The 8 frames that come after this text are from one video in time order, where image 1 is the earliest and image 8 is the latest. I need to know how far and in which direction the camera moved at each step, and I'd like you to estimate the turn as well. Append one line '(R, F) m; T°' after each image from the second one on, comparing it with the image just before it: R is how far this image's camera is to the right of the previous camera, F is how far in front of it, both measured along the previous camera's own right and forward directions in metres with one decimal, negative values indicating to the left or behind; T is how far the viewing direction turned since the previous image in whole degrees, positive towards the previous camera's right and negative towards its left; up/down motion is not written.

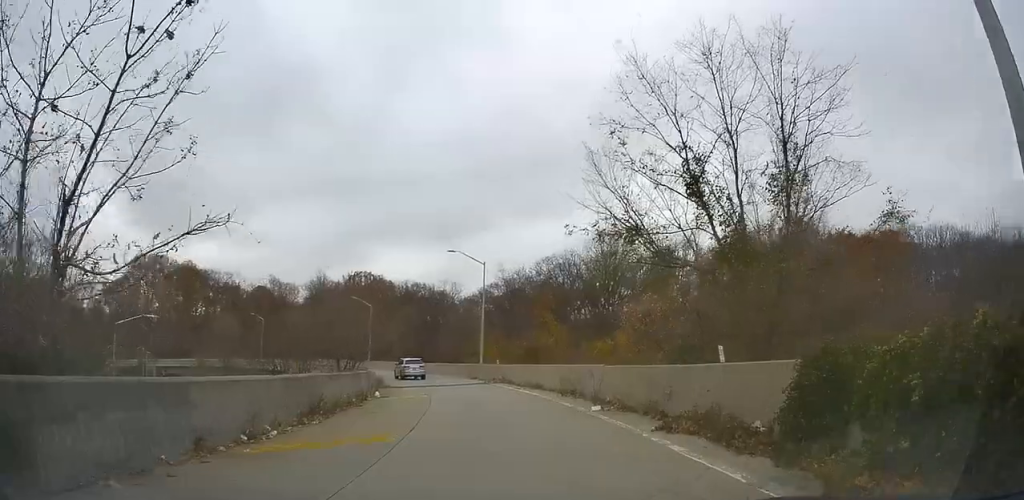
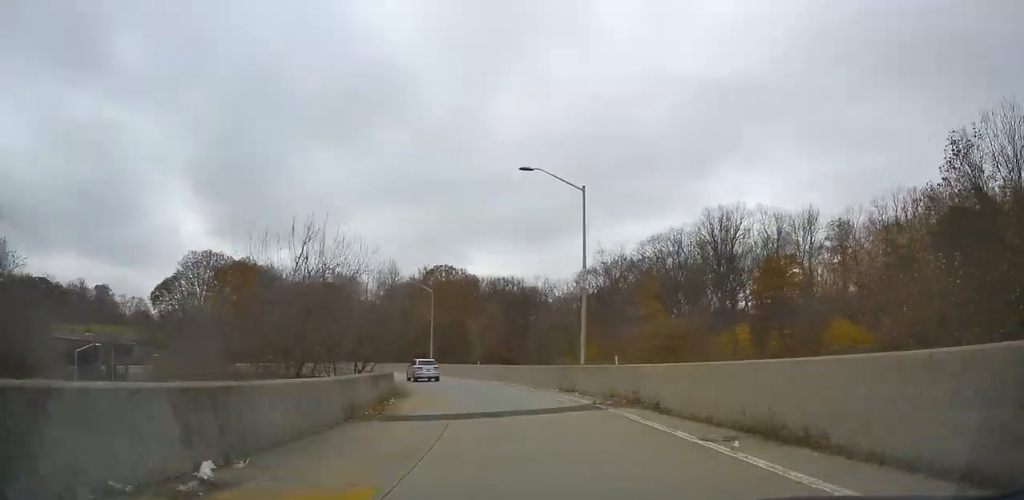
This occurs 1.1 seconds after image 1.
(-2.4, +18.5) m; -12°
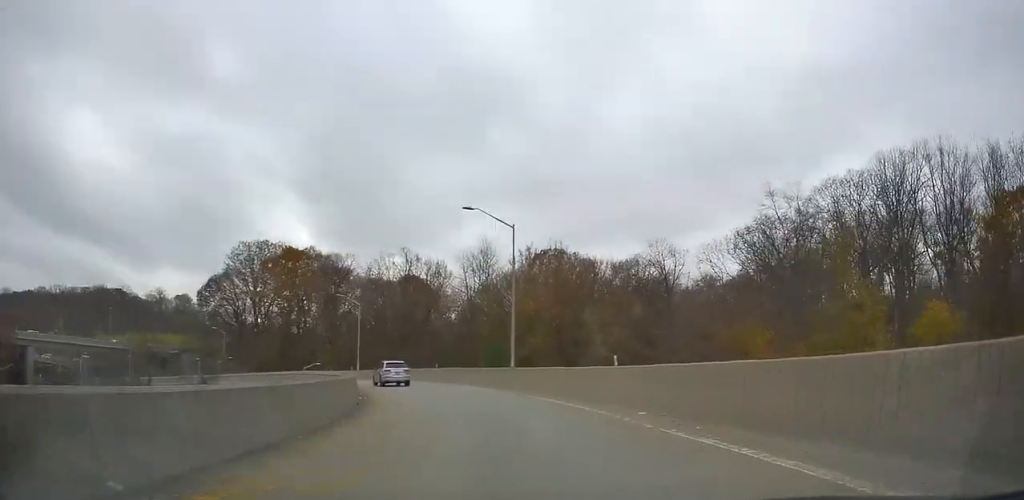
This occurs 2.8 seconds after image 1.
(-4.1, +29.7) m; -15°
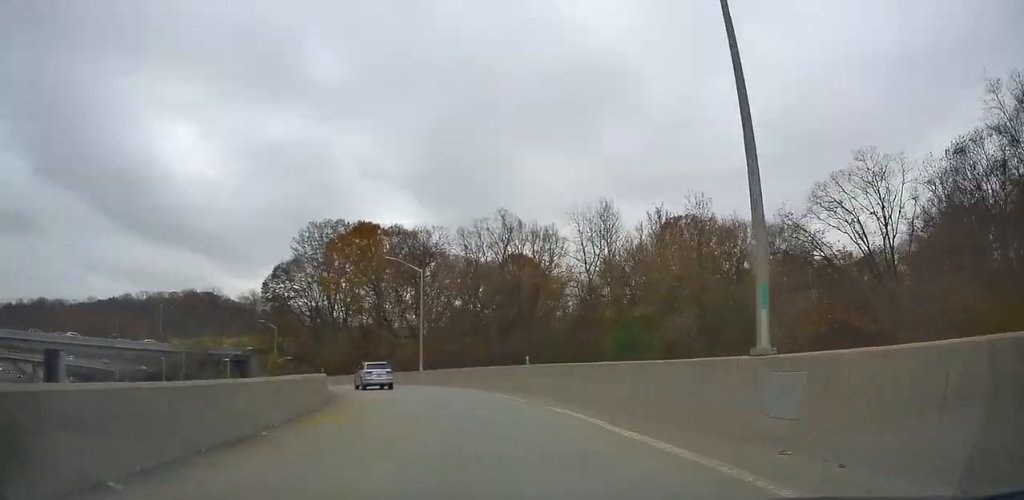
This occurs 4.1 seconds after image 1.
(-1.8, +23.9) m; -8°
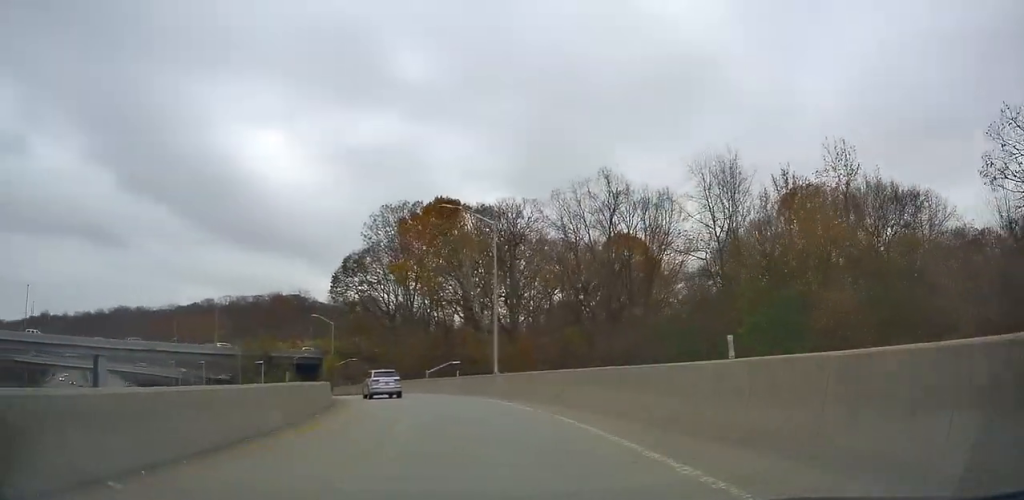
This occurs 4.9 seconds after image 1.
(-0.7, +16.2) m; -7°
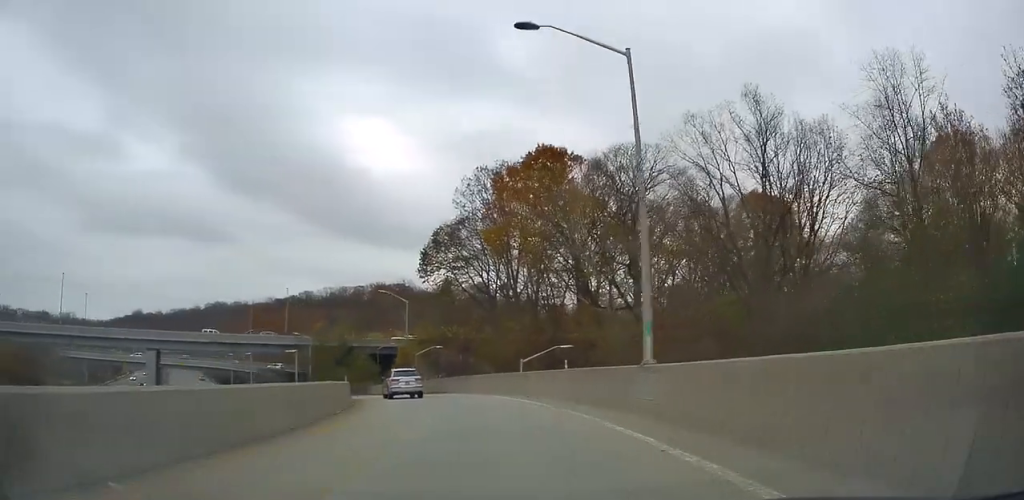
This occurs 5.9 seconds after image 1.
(-1.3, +17.1) m; -11°
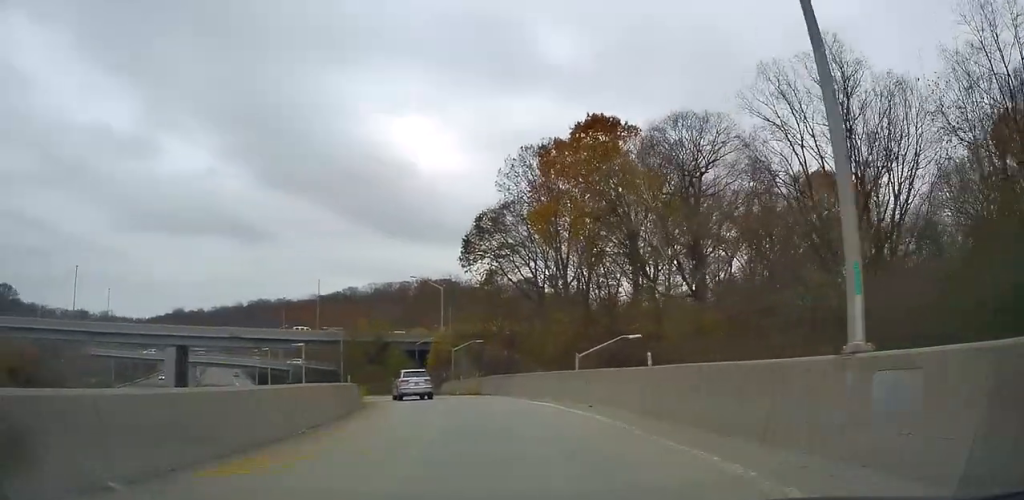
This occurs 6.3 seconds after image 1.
(-0.5, +7.7) m; -6°
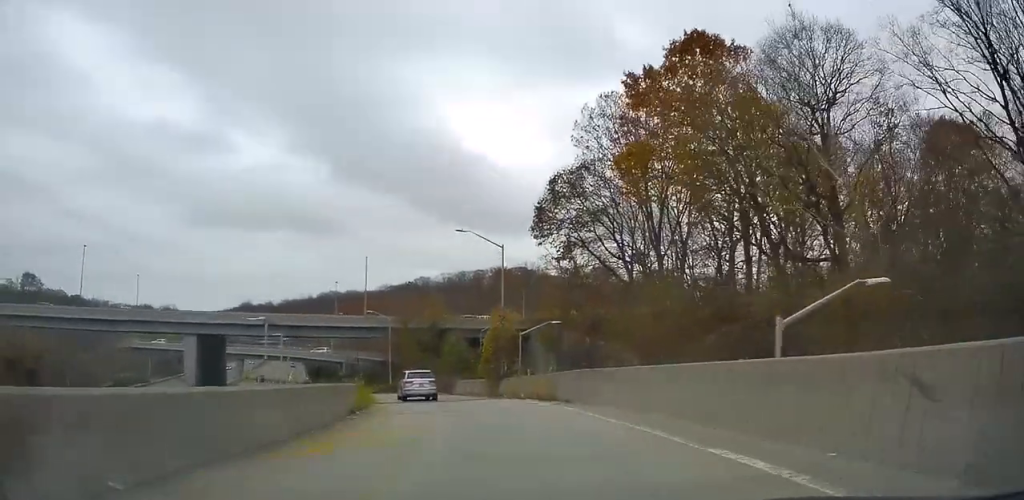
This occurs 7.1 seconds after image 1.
(-1.4, +14.8) m; -8°
